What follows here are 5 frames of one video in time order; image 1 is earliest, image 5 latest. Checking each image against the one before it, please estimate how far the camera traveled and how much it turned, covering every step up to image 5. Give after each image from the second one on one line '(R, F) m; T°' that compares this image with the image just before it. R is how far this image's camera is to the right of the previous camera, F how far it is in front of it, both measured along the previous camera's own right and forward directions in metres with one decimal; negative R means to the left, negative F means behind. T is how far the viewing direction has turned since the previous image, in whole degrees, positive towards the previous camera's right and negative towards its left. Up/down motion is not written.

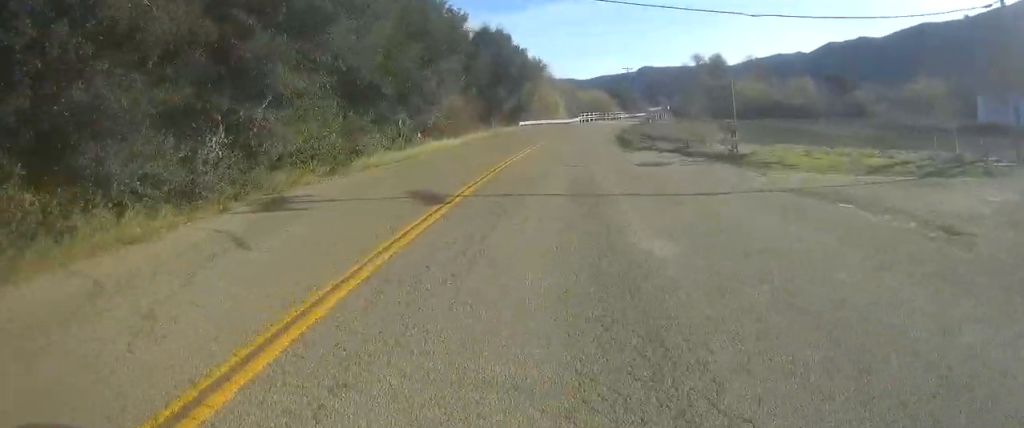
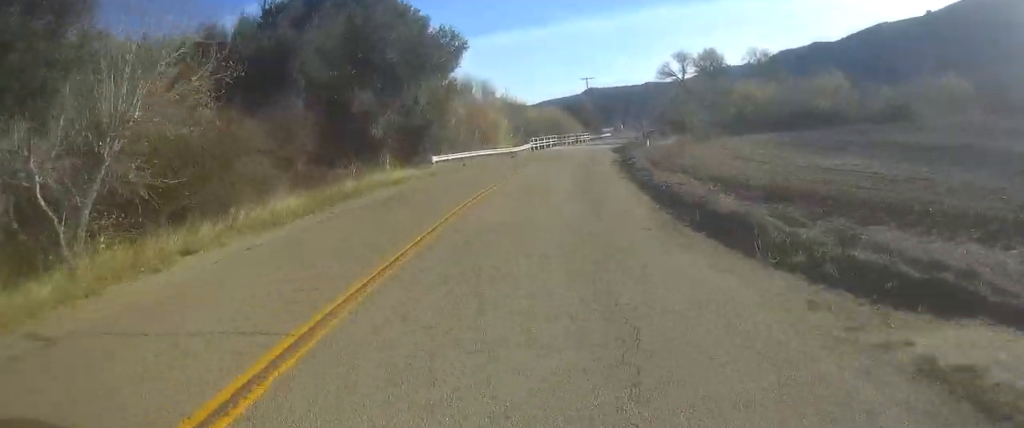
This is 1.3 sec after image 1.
(+0.3, +26.1) m; +2°
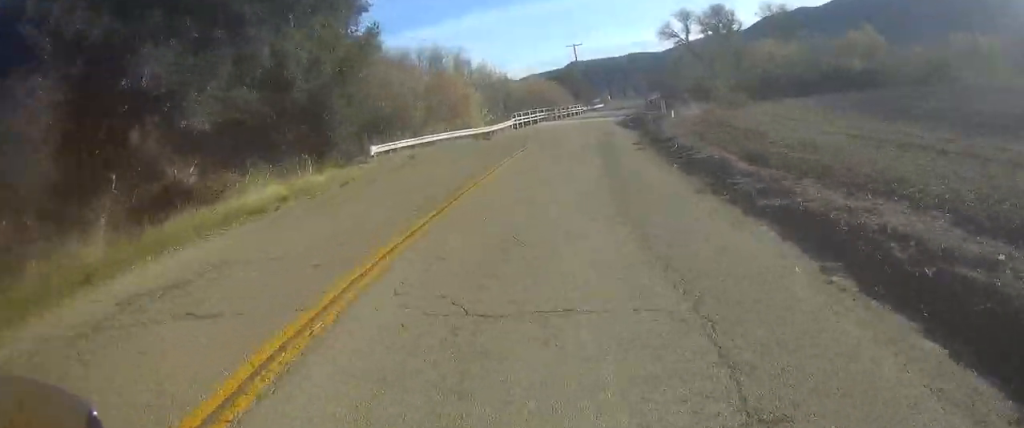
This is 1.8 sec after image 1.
(+0.1, +10.9) m; +1°
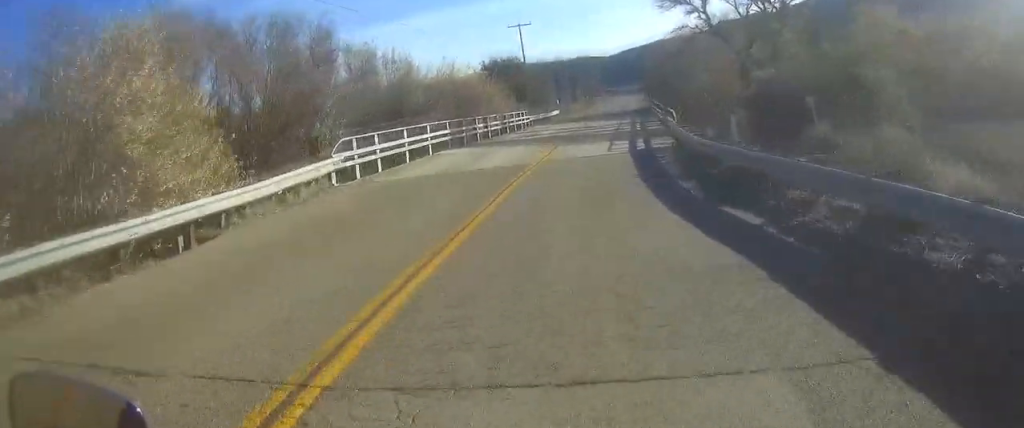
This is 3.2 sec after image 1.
(+0.2, +27.6) m; 0°
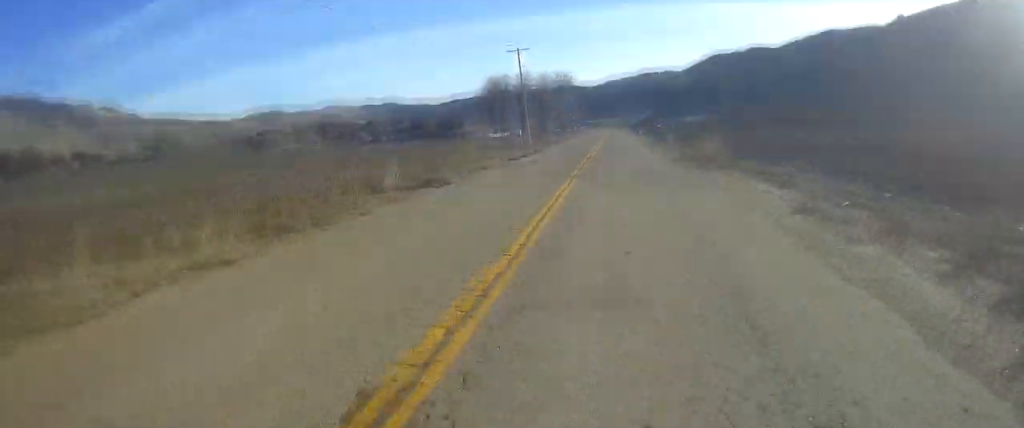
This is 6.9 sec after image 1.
(+6.3, +69.2) m; +14°
